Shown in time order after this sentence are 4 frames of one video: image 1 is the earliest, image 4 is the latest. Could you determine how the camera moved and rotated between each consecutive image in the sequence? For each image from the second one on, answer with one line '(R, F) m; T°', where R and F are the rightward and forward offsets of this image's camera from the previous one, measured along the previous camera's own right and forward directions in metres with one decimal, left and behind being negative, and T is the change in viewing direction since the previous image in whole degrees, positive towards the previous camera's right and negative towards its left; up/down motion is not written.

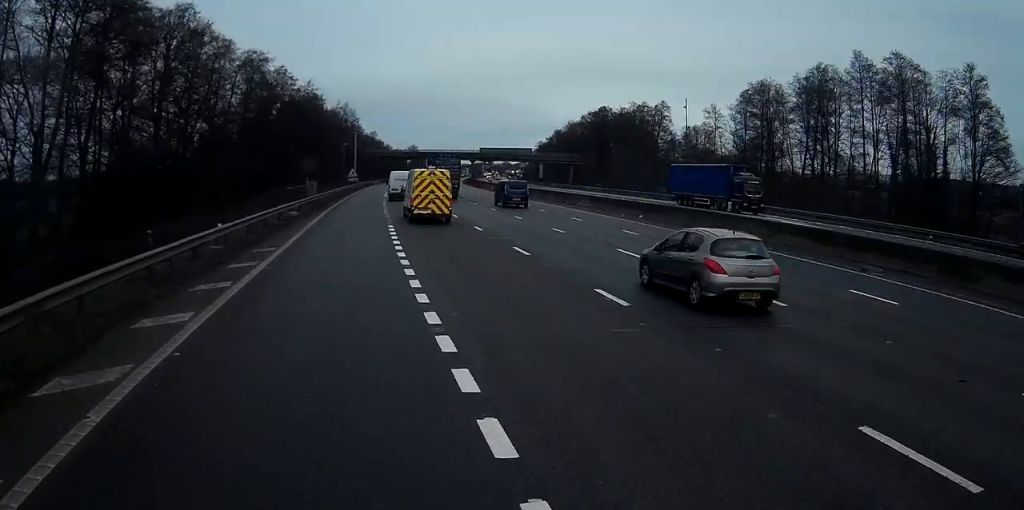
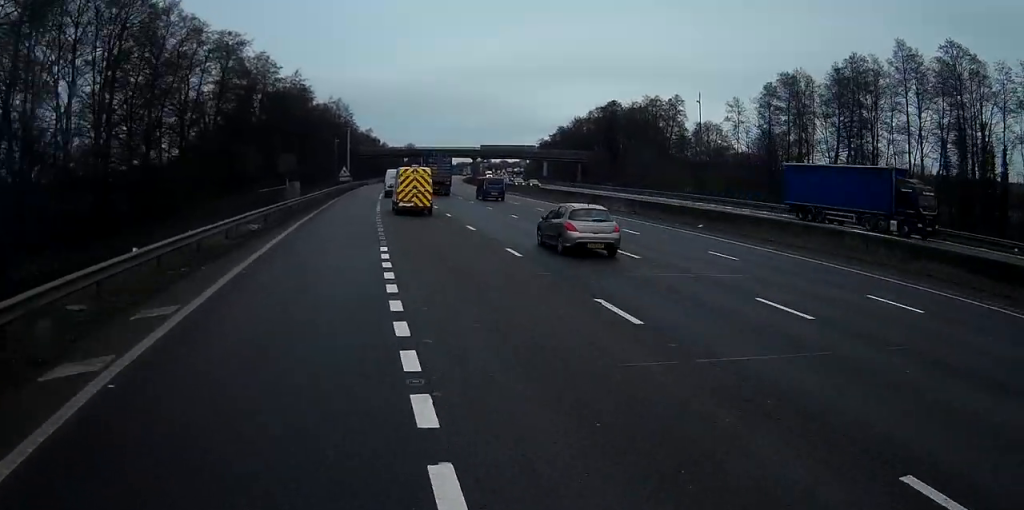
(0.0, +10.9) m; 0°
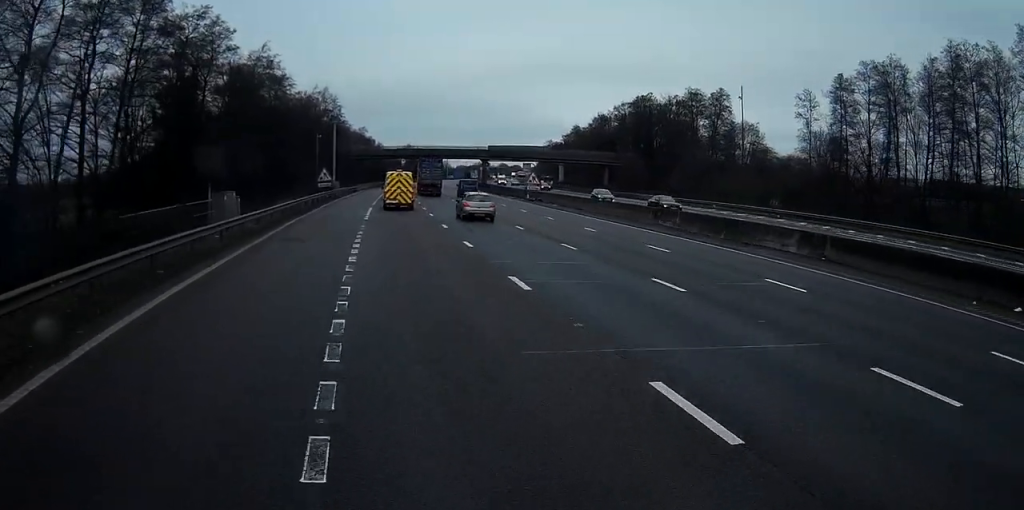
(+0.2, +24.1) m; 0°
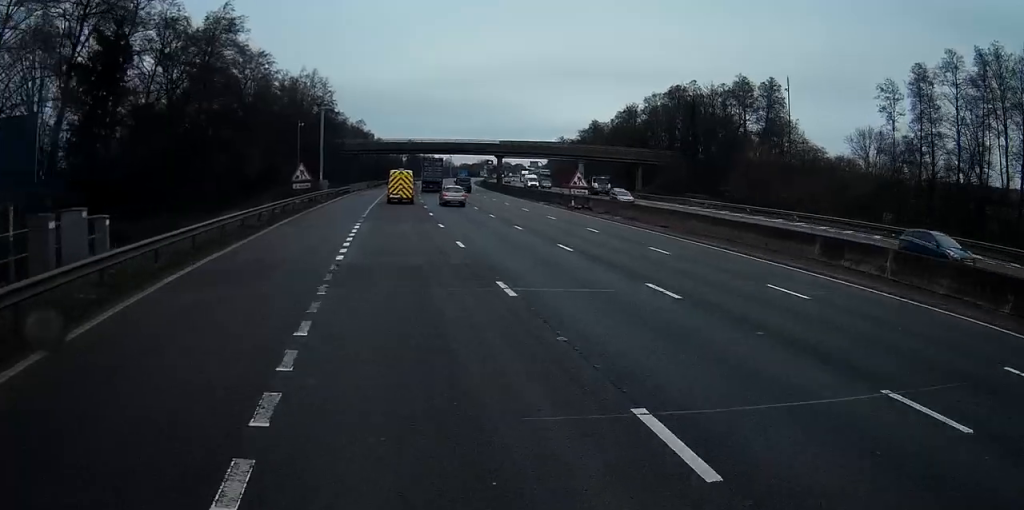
(-0.1, +19.3) m; 0°
